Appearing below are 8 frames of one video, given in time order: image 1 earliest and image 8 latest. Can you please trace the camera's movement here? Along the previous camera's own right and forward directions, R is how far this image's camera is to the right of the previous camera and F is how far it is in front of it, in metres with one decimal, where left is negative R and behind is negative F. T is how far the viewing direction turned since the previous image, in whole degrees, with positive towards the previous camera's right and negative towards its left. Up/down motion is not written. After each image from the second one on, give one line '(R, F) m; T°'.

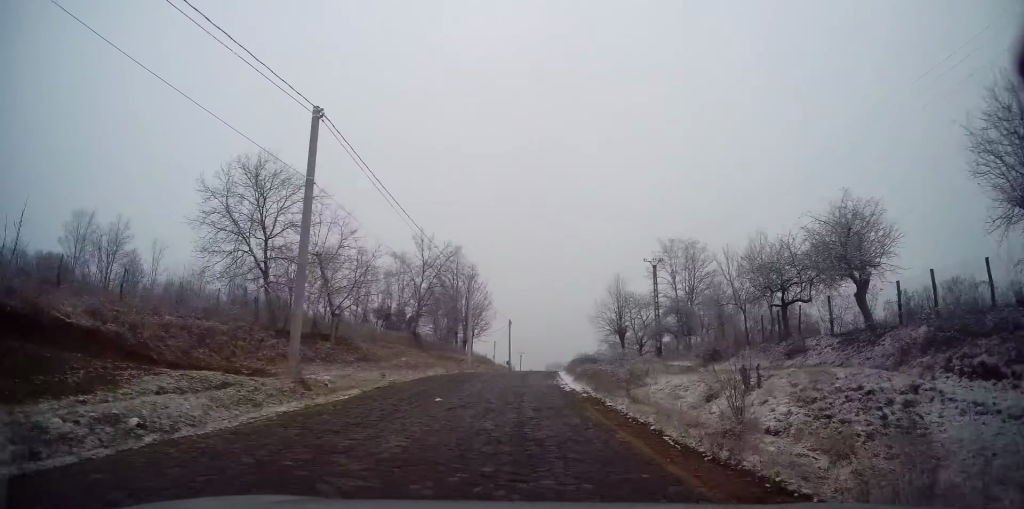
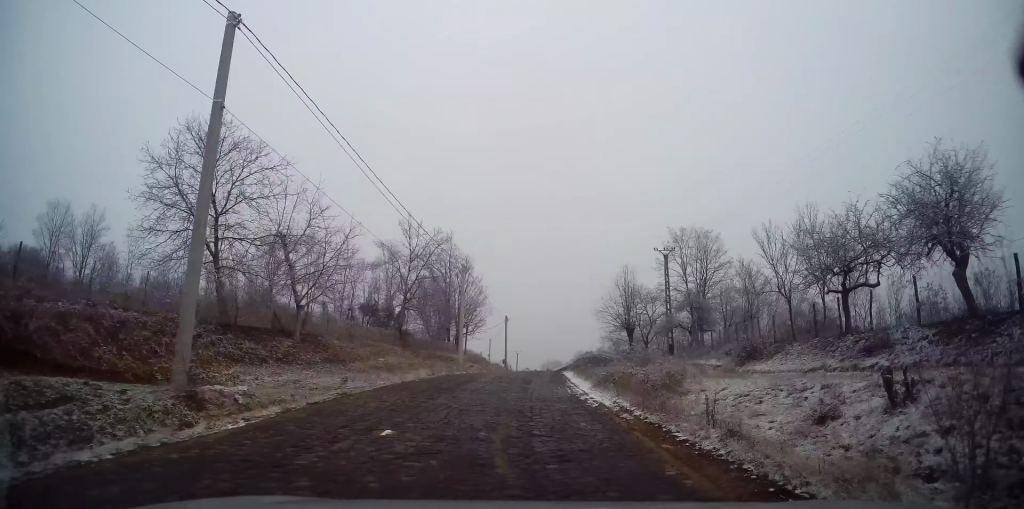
(+0.1, +5.4) m; 0°
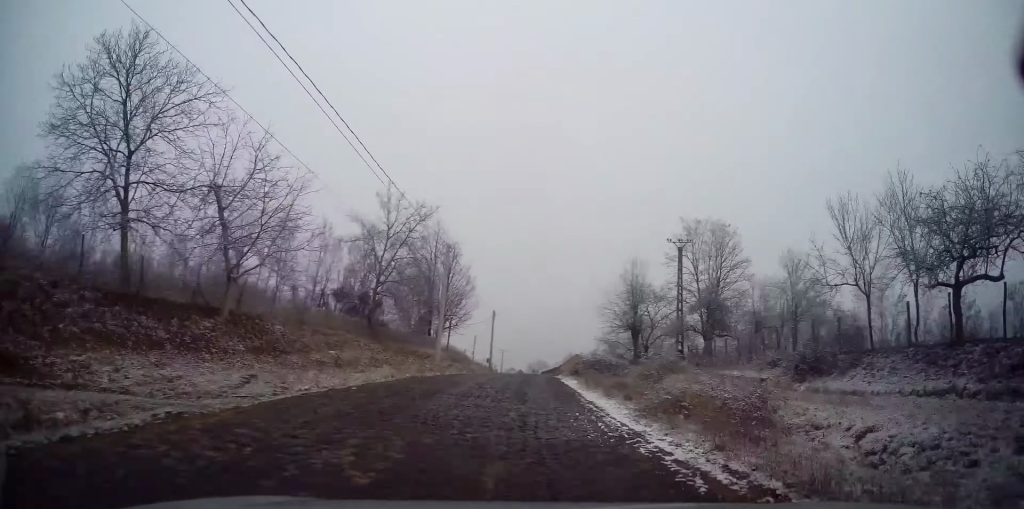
(-0.4, +6.7) m; 0°
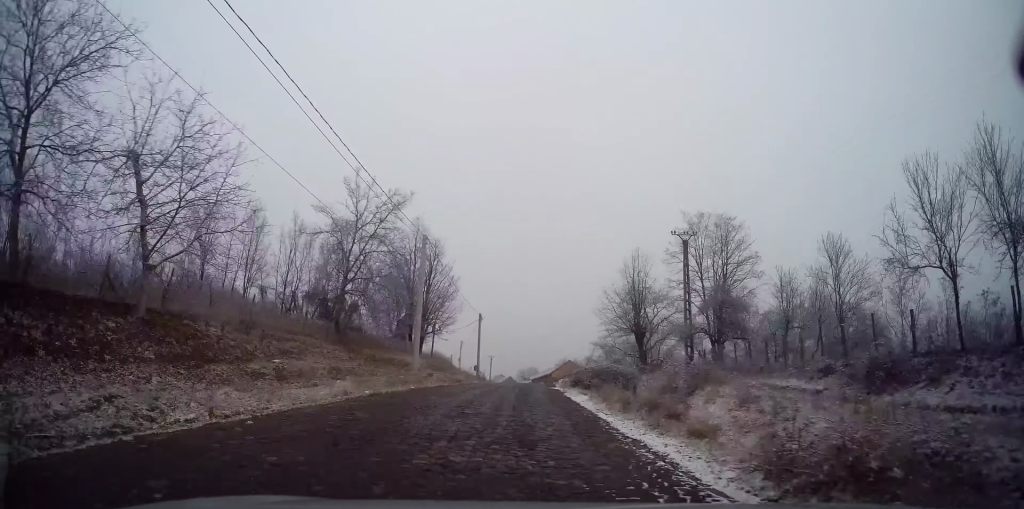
(+0.1, +5.1) m; +1°
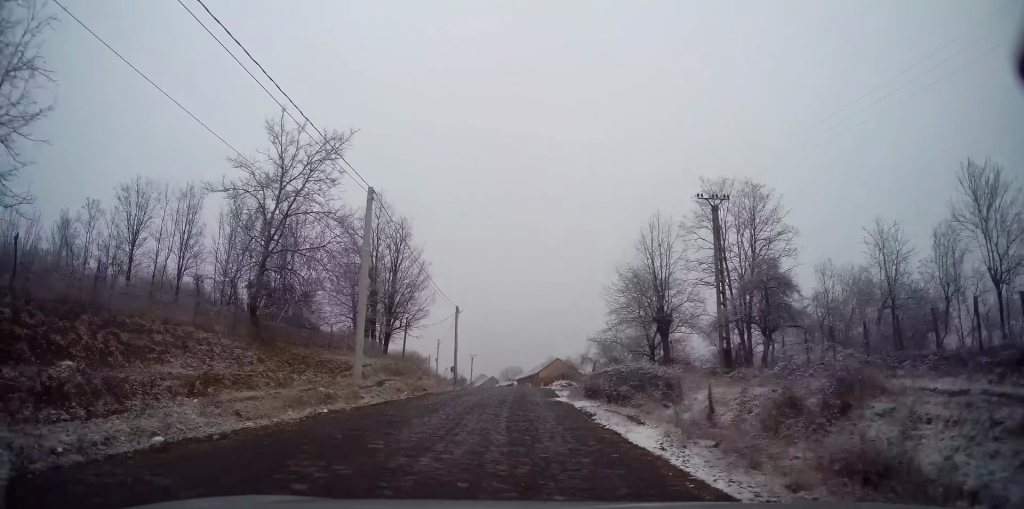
(+0.4, +9.8) m; +2°
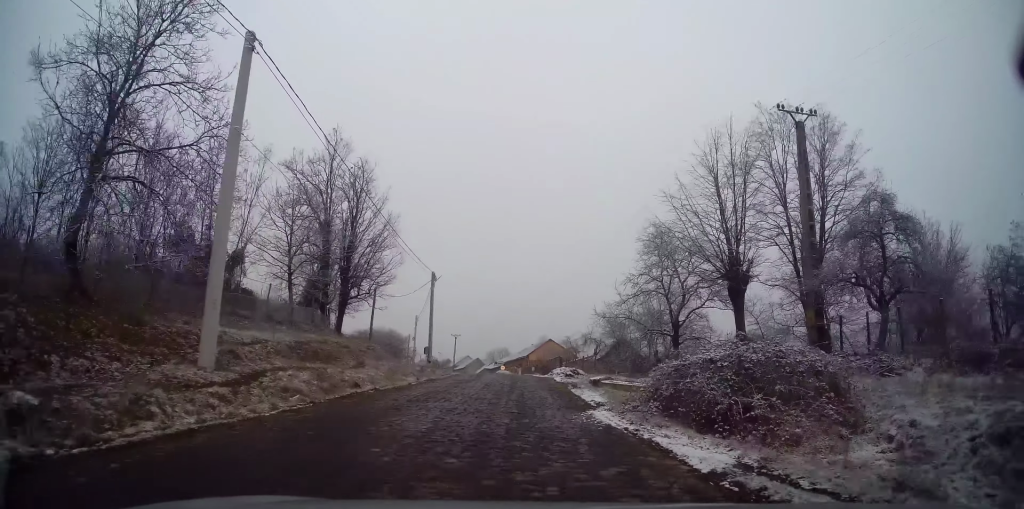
(0.0, +11.2) m; +1°
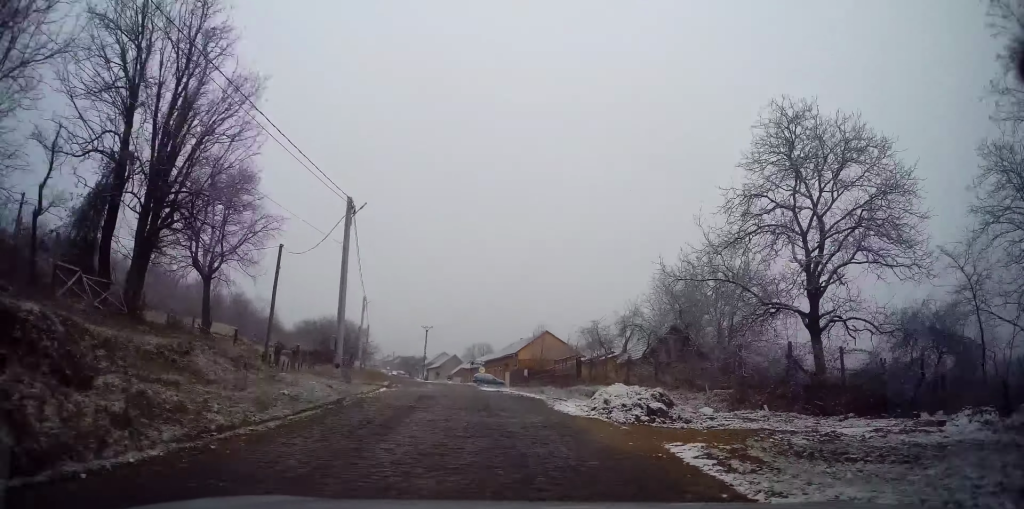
(+0.6, +22.2) m; 0°
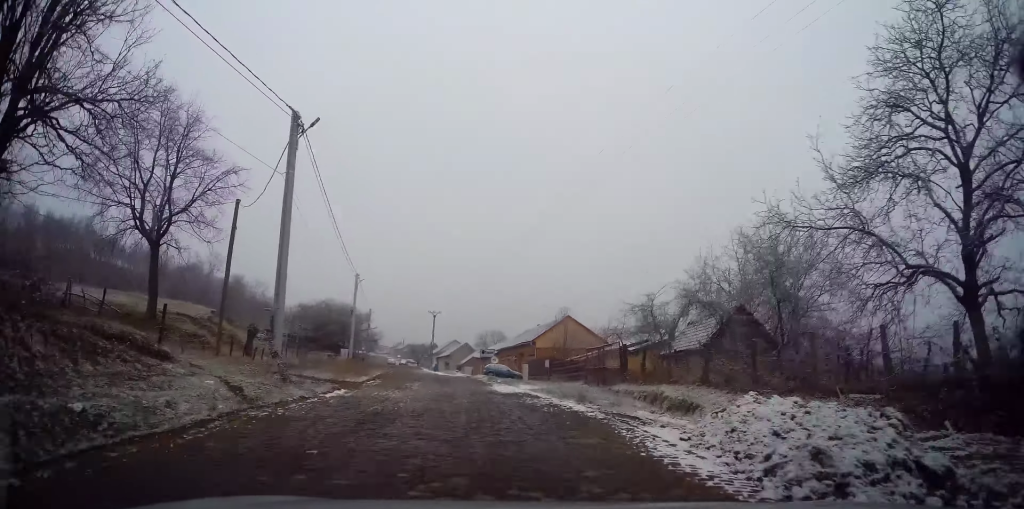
(-0.2, +8.6) m; -1°
